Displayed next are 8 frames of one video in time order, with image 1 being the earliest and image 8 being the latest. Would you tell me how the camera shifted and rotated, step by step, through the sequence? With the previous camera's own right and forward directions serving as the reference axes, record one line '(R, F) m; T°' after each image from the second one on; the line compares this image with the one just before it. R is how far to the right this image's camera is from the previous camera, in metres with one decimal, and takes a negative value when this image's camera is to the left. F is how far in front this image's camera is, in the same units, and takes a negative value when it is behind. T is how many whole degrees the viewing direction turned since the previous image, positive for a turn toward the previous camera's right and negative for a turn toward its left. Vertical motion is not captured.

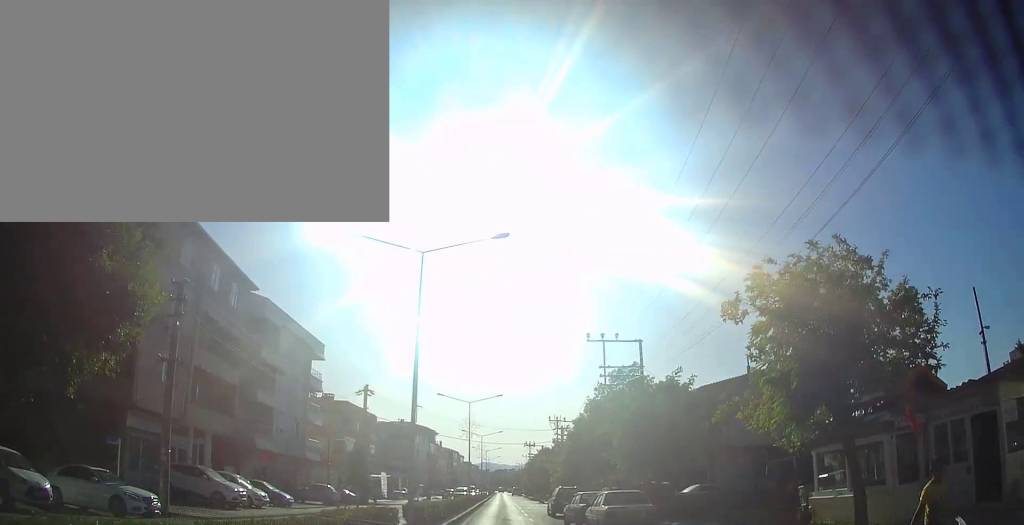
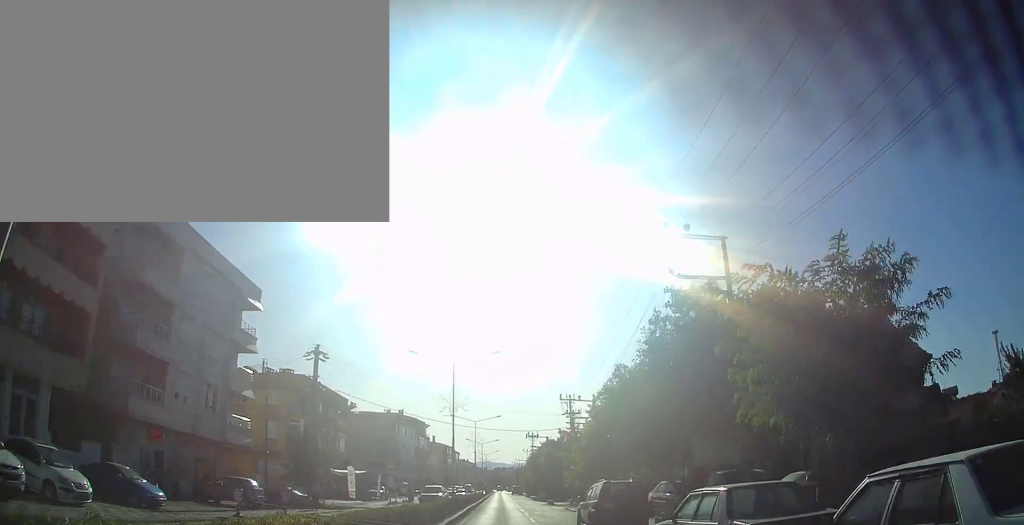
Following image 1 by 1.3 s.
(0.0, +14.1) m; 0°
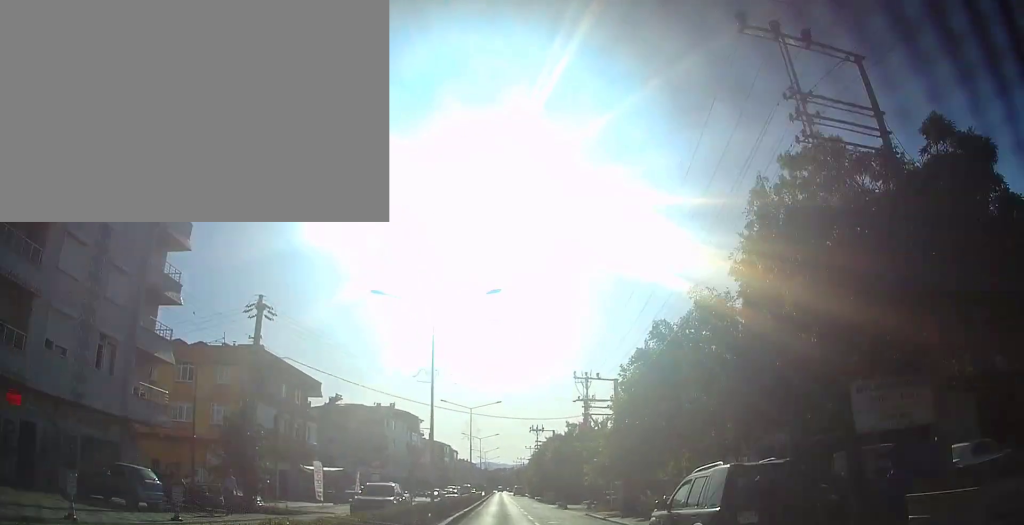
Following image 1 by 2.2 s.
(0.0, +10.7) m; +1°
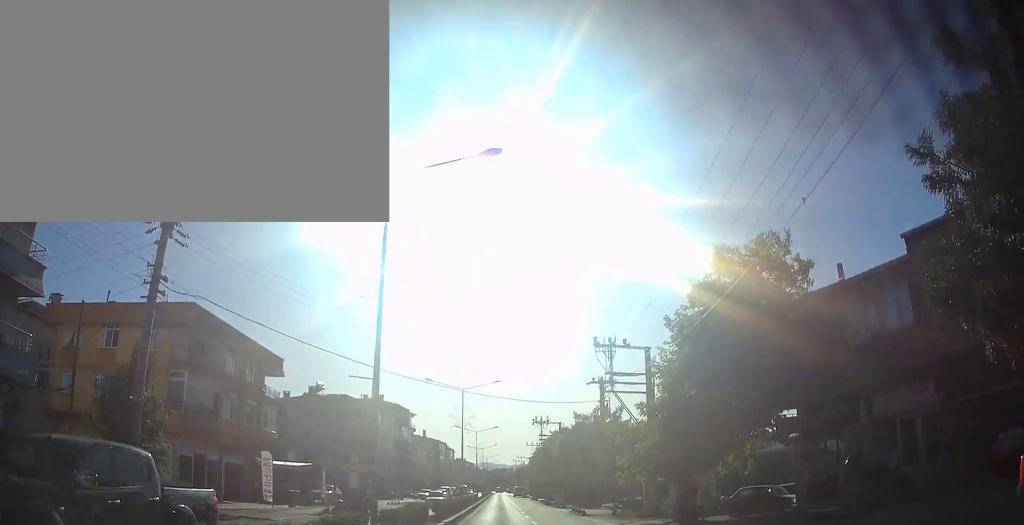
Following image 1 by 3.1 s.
(+0.2, +10.0) m; 0°
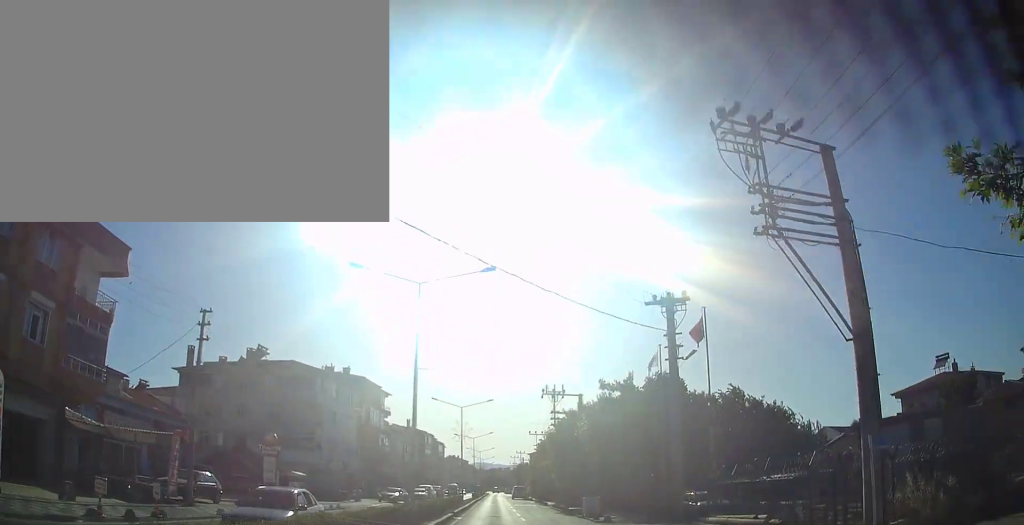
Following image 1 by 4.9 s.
(-0.3, +20.9) m; -1°
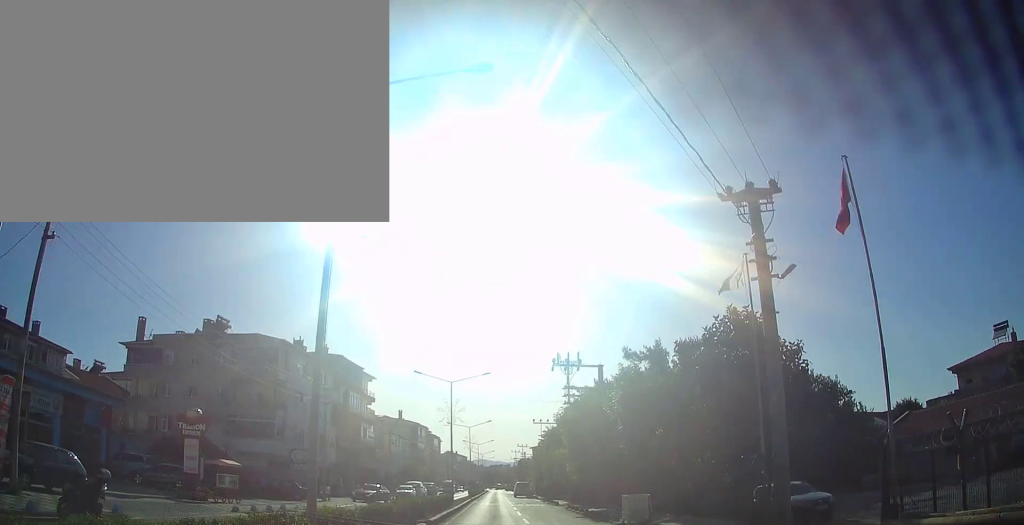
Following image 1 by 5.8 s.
(0.0, +10.5) m; 0°
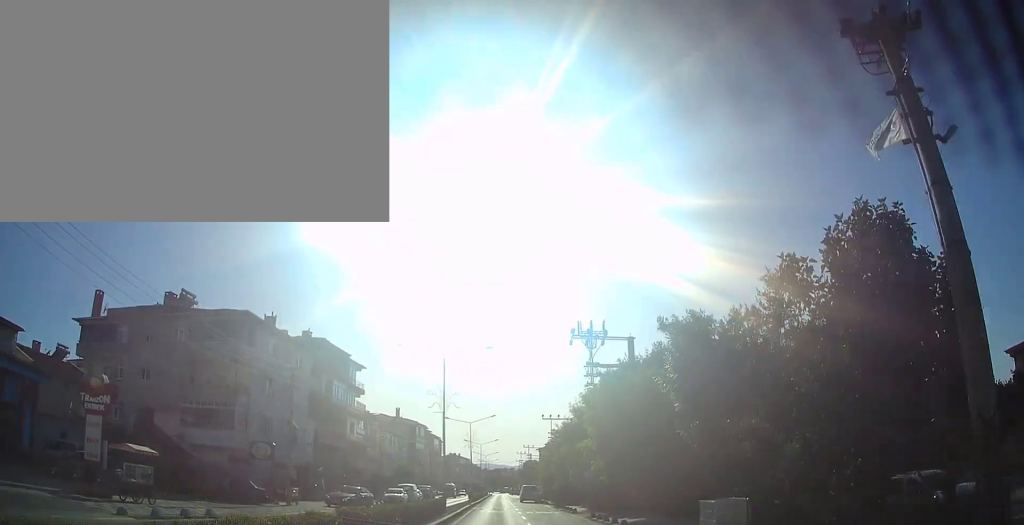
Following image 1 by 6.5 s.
(0.0, +8.2) m; +1°
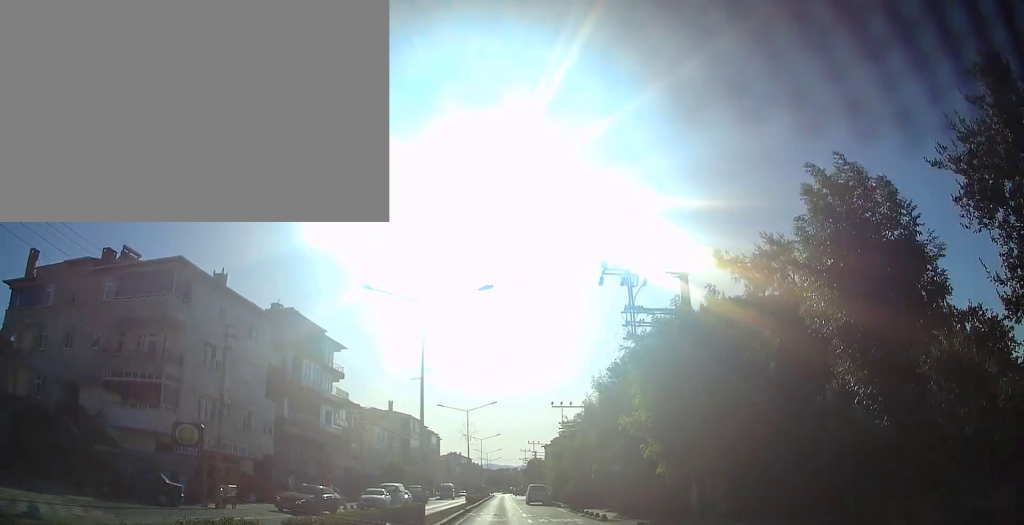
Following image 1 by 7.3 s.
(+0.1, +9.6) m; 0°
